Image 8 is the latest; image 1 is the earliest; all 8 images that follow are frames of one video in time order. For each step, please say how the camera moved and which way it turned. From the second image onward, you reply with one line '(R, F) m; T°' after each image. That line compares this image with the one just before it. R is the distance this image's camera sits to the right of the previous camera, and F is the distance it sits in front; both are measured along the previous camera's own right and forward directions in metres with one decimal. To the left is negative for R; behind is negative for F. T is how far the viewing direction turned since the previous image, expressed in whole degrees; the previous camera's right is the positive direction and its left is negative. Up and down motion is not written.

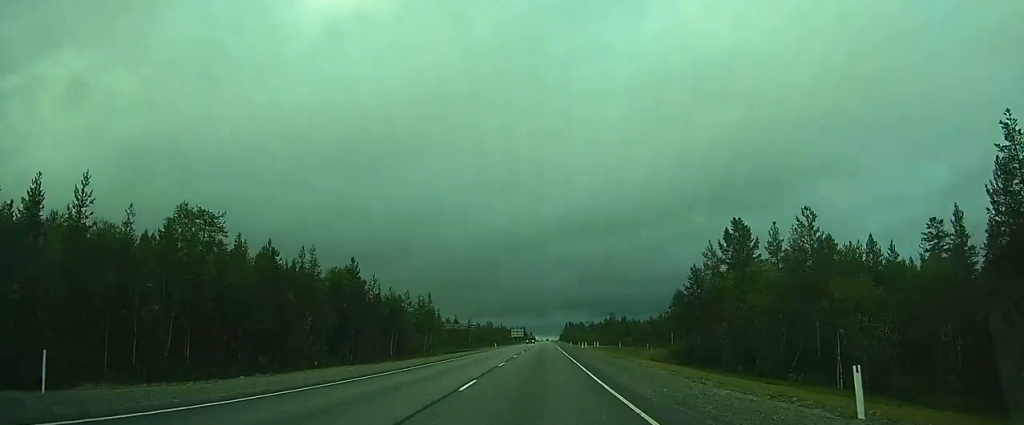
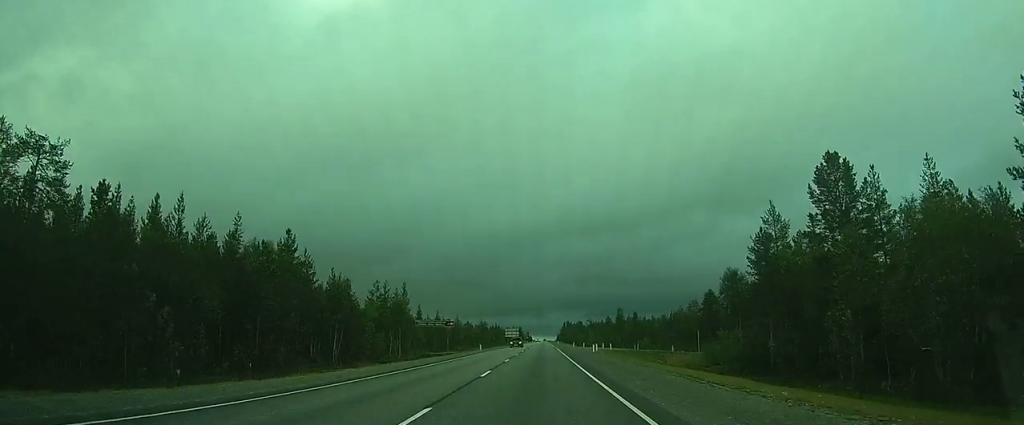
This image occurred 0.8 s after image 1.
(+0.1, +19.0) m; 0°
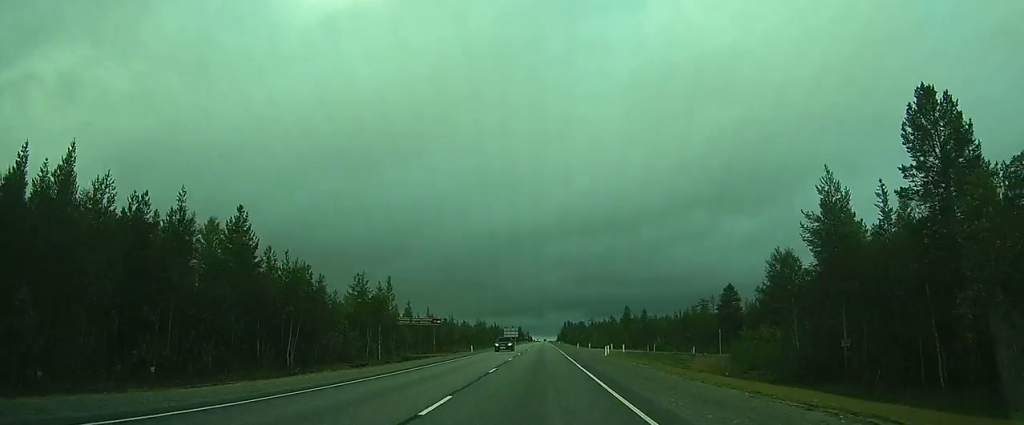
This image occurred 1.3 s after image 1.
(0.0, +9.7) m; 0°
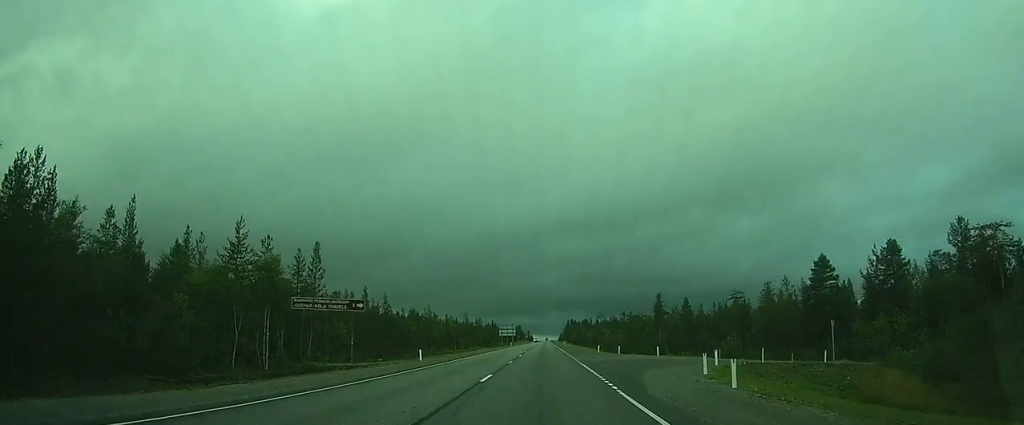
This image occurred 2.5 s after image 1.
(0.0, +28.1) m; 0°
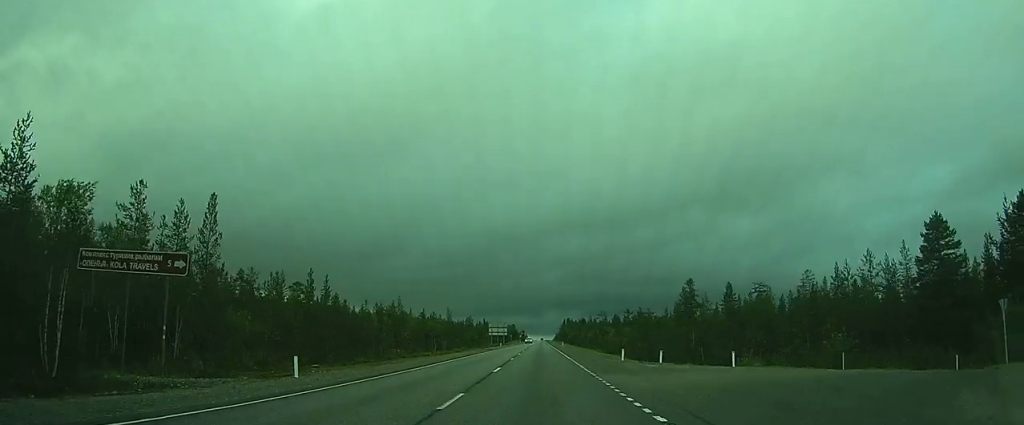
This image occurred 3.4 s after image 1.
(0.0, +18.4) m; +1°
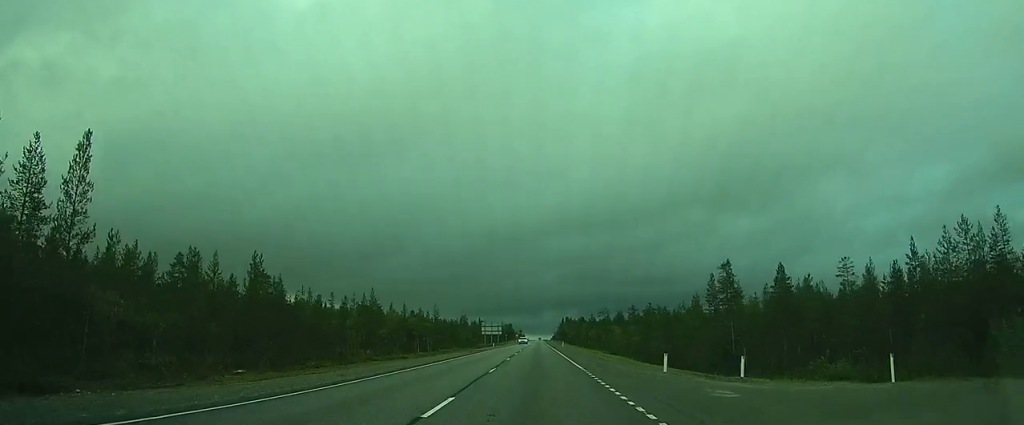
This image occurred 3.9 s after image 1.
(+0.1, +12.5) m; 0°
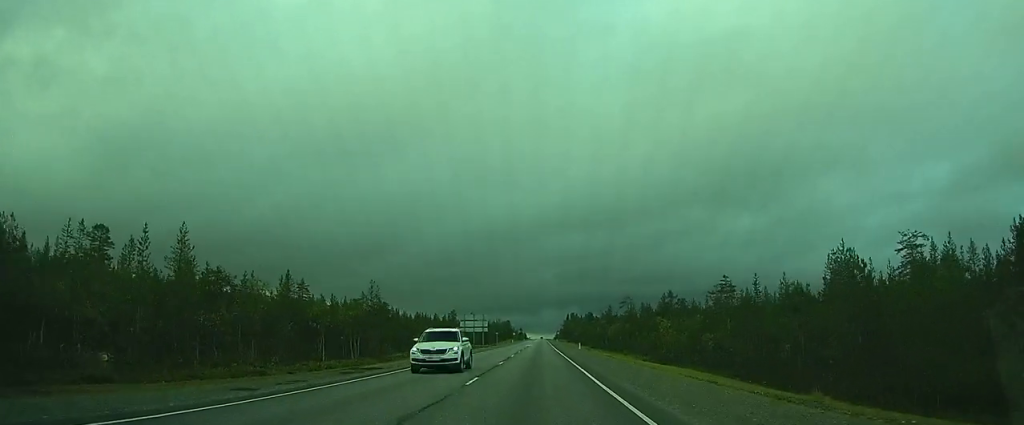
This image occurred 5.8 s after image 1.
(+0.4, +40.8) m; +1°
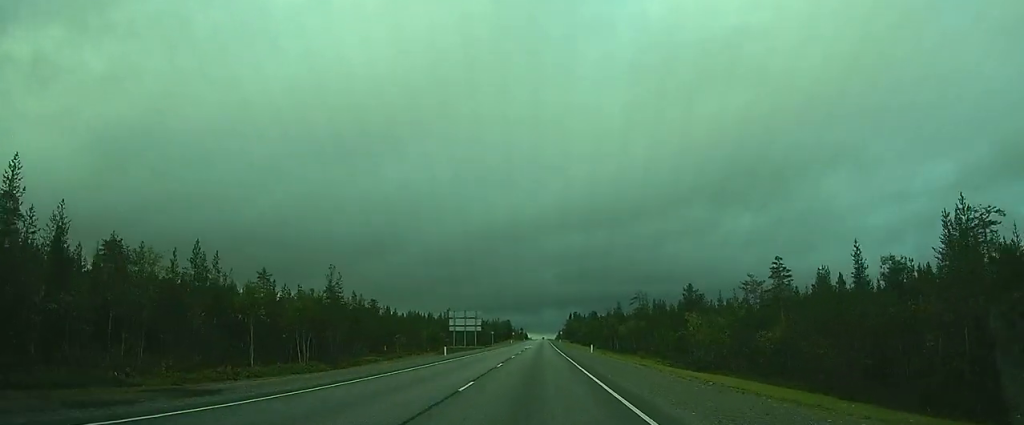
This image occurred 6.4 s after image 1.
(0.0, +13.4) m; 0°
